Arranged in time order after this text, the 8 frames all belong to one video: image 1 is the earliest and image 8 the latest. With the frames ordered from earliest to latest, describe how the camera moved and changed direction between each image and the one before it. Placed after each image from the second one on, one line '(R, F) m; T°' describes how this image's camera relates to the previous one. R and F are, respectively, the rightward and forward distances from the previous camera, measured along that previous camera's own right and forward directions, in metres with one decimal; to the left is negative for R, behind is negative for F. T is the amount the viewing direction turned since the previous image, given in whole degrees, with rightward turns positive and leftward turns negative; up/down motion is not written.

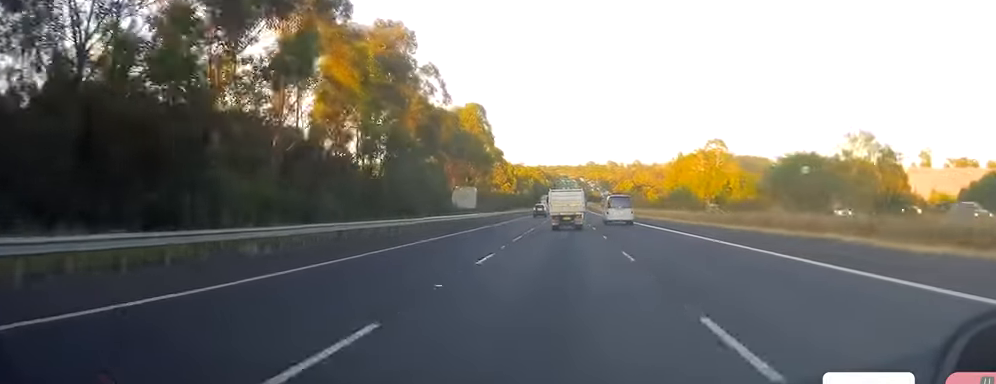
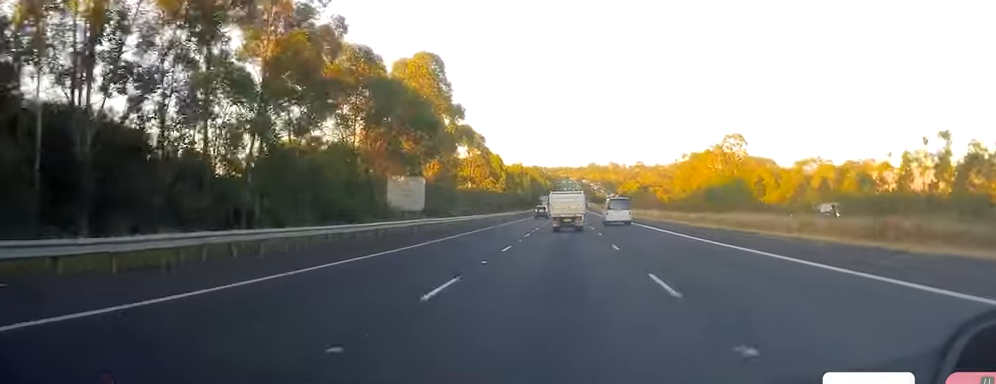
(-0.5, +30.4) m; -1°
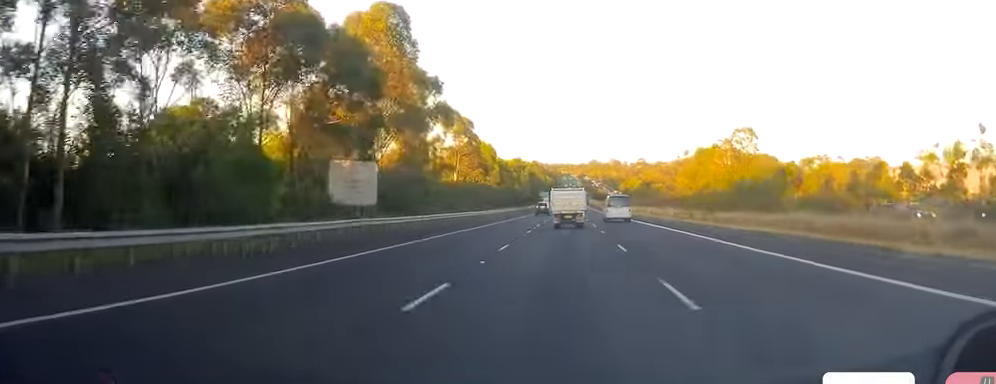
(+0.1, +13.4) m; 0°
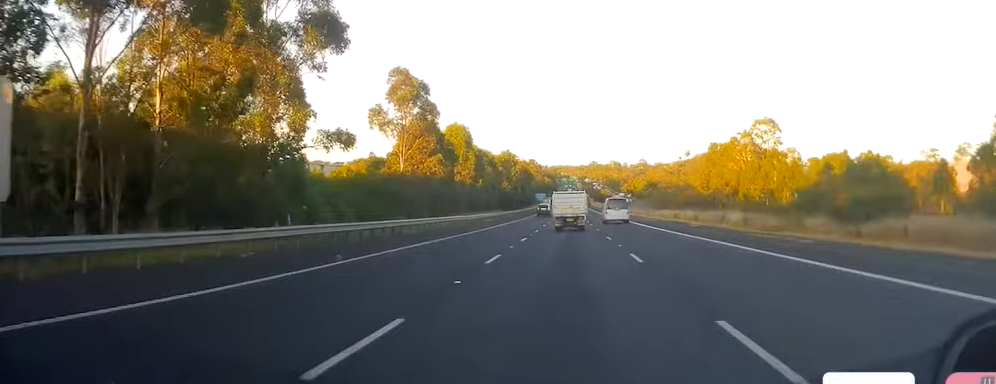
(-0.1, +27.7) m; 0°
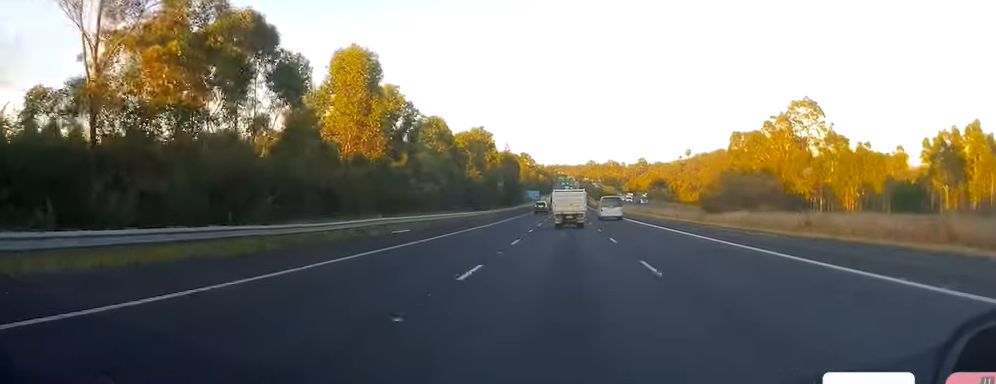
(+0.5, +40.5) m; +1°
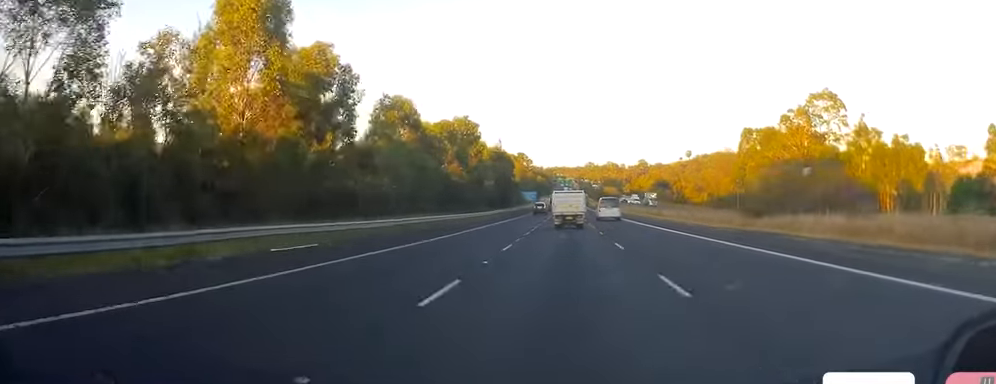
(-0.3, +15.3) m; 0°
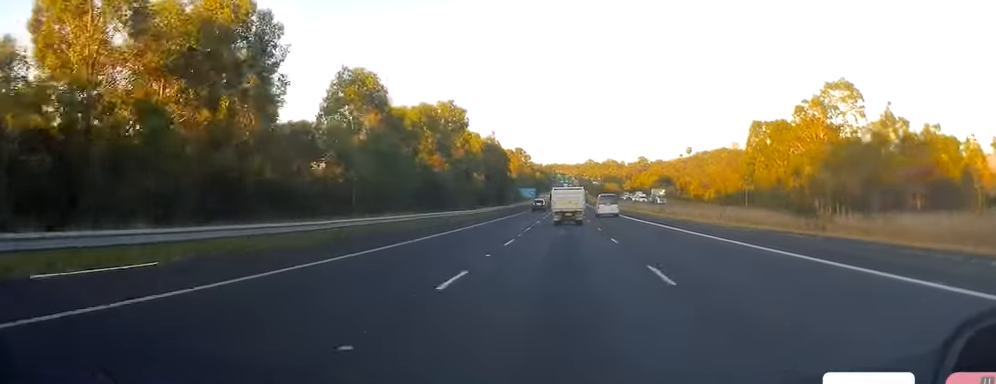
(-0.1, +10.8) m; 0°
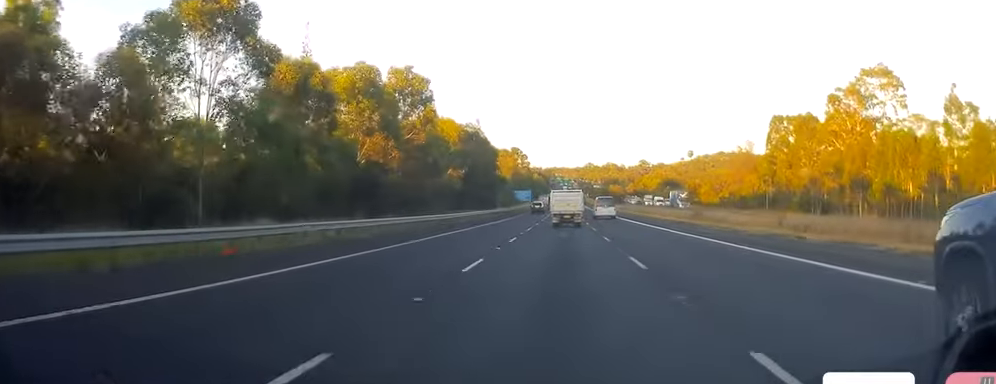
(+0.1, +20.5) m; 0°
